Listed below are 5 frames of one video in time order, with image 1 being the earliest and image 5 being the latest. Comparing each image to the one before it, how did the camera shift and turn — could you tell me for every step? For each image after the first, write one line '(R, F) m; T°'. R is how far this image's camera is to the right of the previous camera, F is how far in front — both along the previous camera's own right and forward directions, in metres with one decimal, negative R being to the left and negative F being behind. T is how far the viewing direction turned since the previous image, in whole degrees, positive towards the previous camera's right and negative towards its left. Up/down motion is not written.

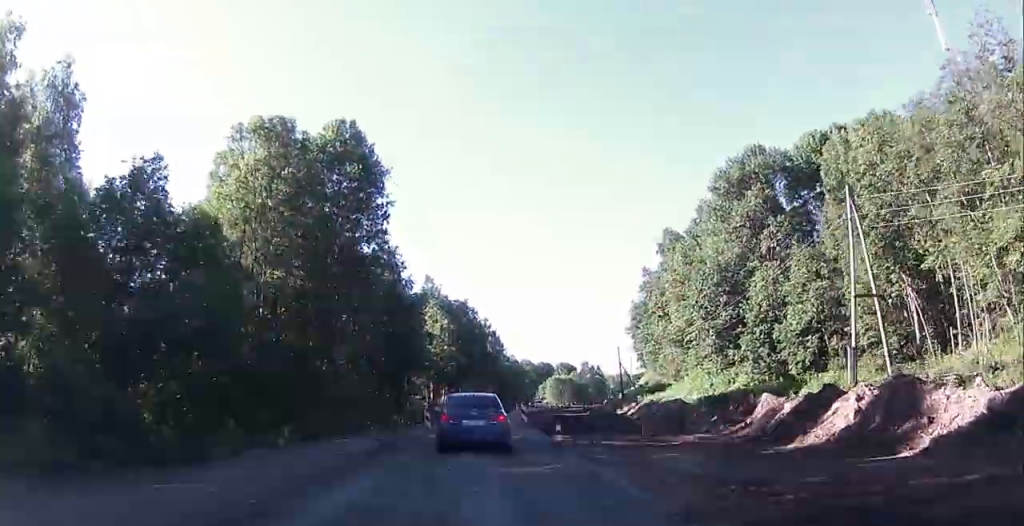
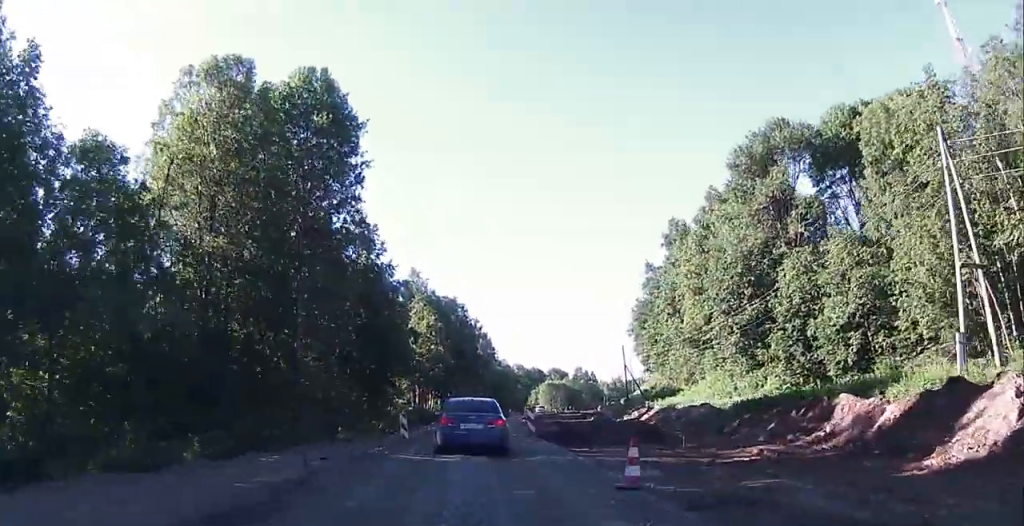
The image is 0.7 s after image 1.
(0.0, +8.3) m; +1°
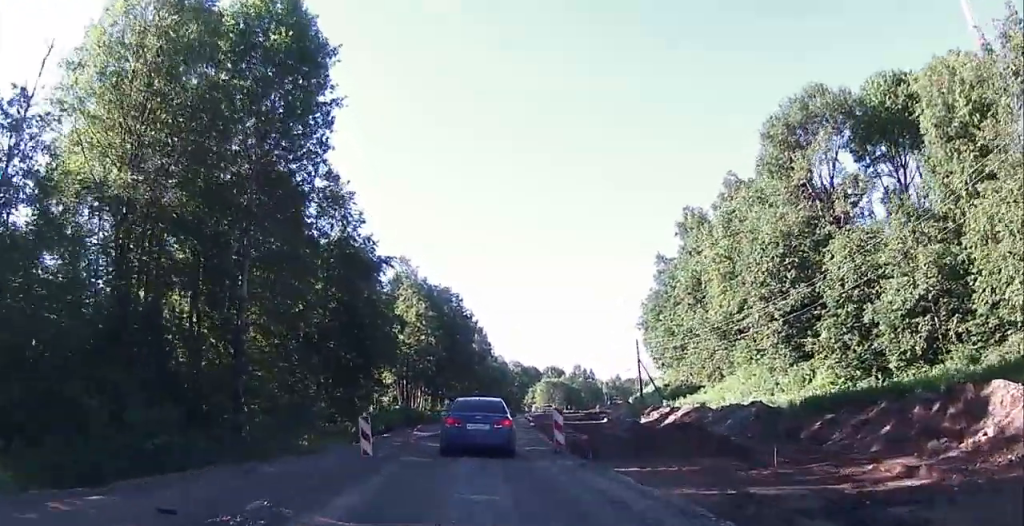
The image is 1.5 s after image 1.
(+0.1, +9.3) m; +2°
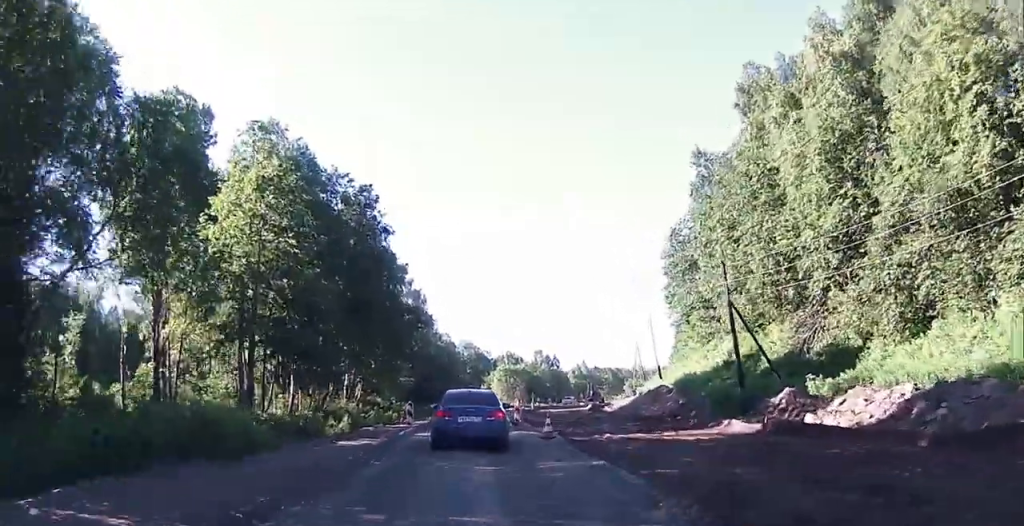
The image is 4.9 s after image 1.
(+1.6, +40.0) m; +1°
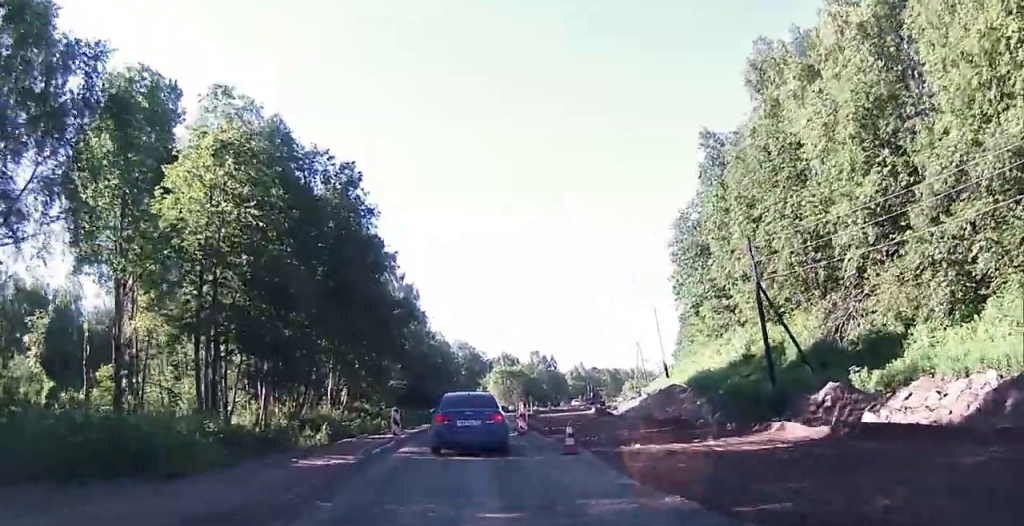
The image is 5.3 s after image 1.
(0.0, +4.4) m; 0°
